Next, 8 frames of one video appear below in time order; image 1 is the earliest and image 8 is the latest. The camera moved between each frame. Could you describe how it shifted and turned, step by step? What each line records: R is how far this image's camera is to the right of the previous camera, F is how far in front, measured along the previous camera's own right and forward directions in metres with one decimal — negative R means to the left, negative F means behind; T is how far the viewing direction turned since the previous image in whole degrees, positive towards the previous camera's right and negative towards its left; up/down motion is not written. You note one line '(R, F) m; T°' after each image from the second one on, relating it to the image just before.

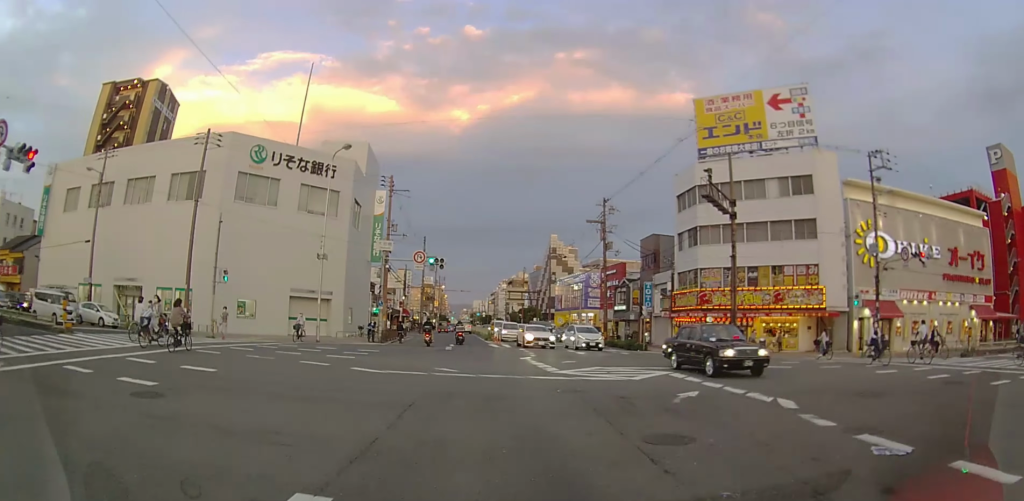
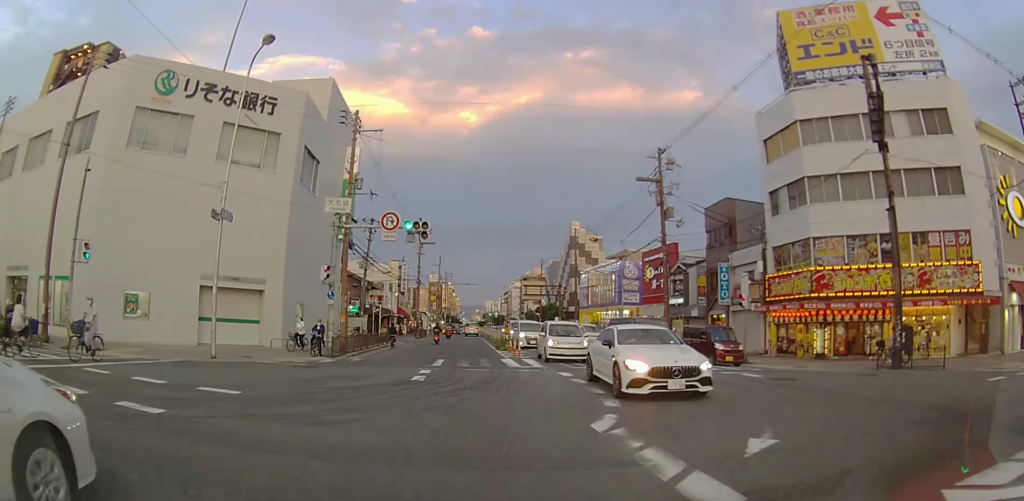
(-0.2, +14.1) m; +2°
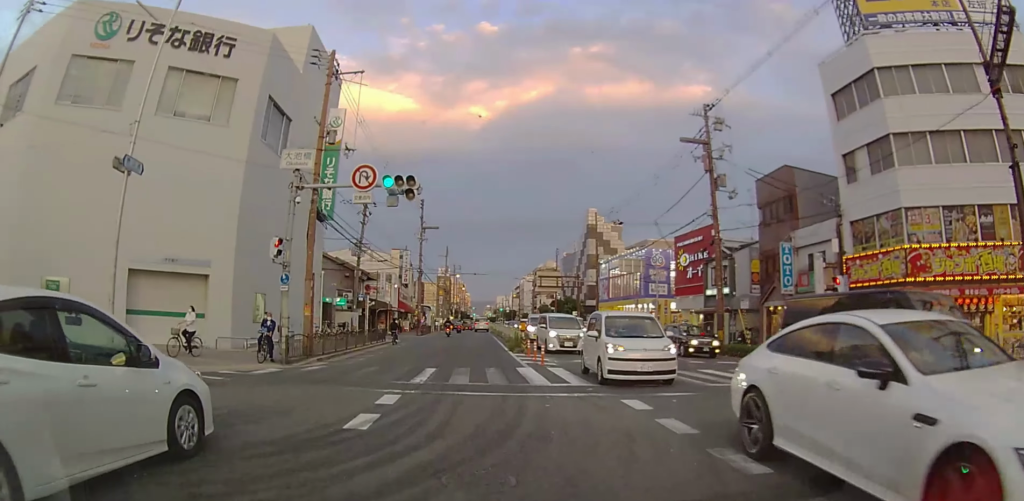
(+0.1, +6.8) m; 0°
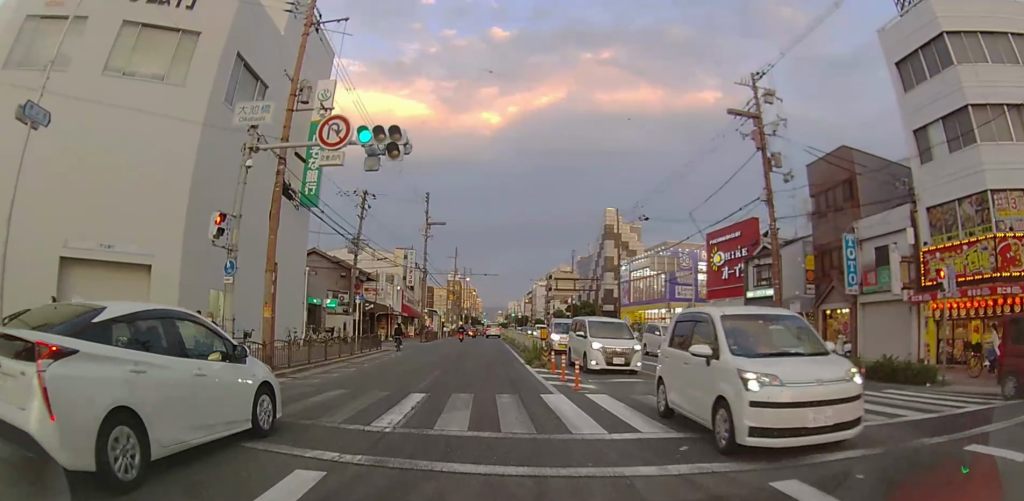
(0.0, +4.8) m; -1°
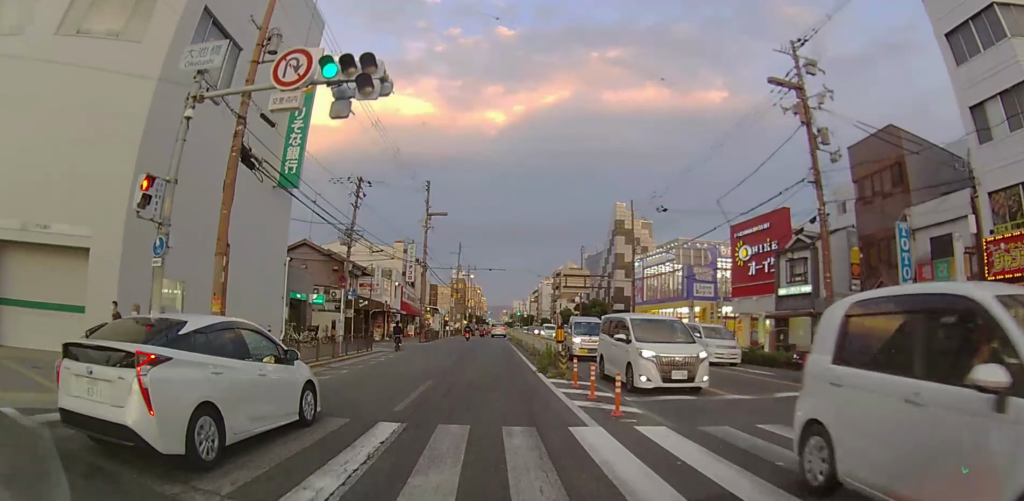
(0.0, +3.4) m; -1°
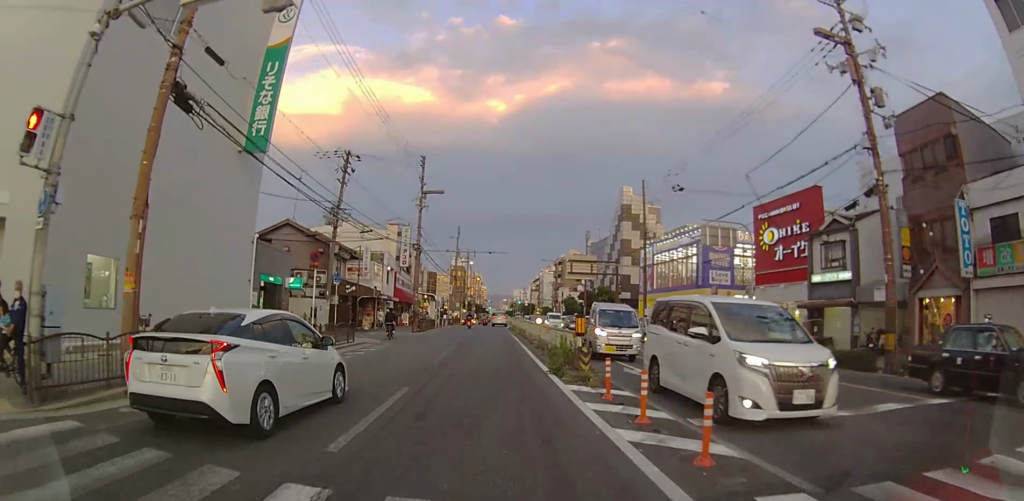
(-0.1, +3.6) m; -1°
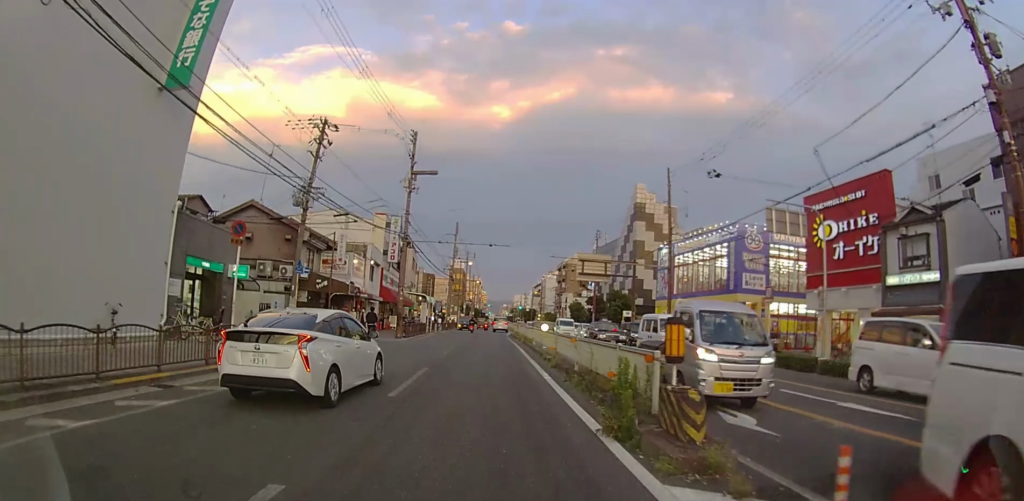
(-0.1, +6.2) m; 0°
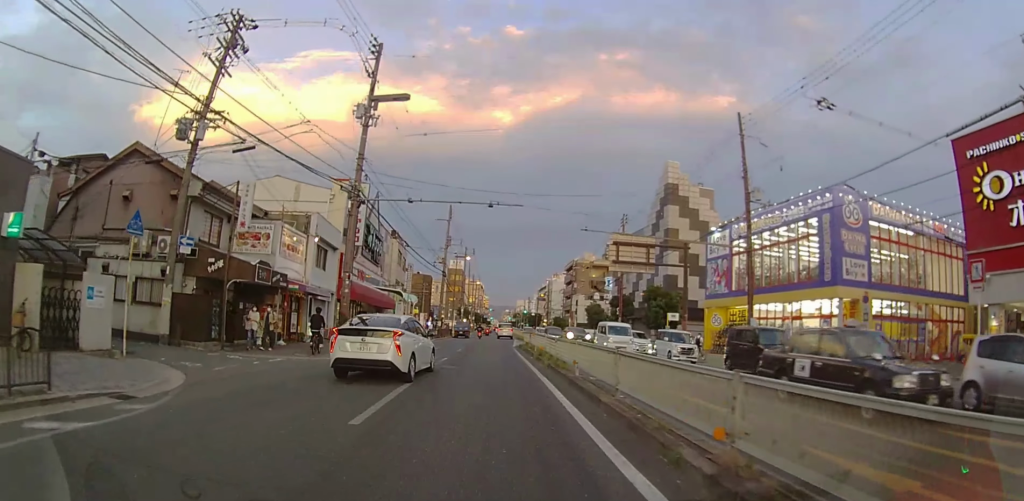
(0.0, +12.1) m; 0°
